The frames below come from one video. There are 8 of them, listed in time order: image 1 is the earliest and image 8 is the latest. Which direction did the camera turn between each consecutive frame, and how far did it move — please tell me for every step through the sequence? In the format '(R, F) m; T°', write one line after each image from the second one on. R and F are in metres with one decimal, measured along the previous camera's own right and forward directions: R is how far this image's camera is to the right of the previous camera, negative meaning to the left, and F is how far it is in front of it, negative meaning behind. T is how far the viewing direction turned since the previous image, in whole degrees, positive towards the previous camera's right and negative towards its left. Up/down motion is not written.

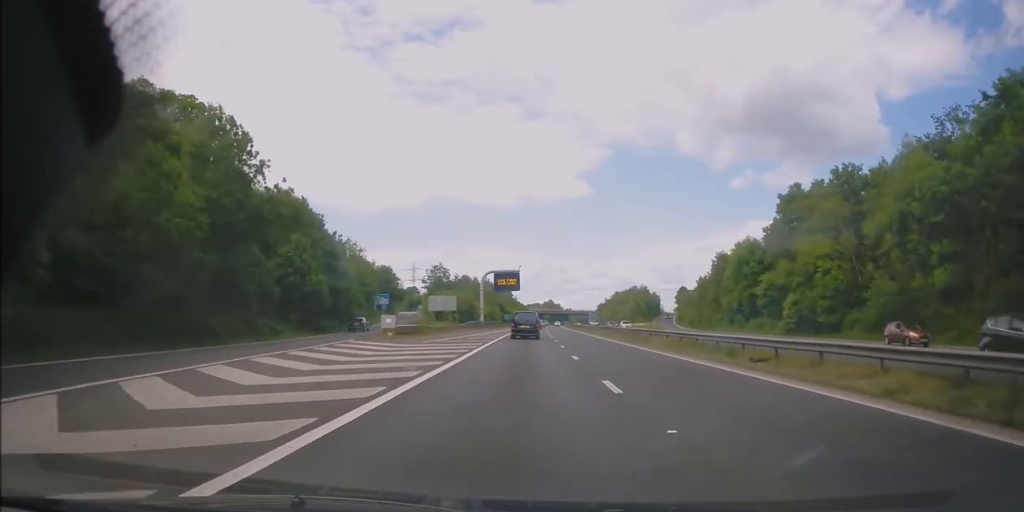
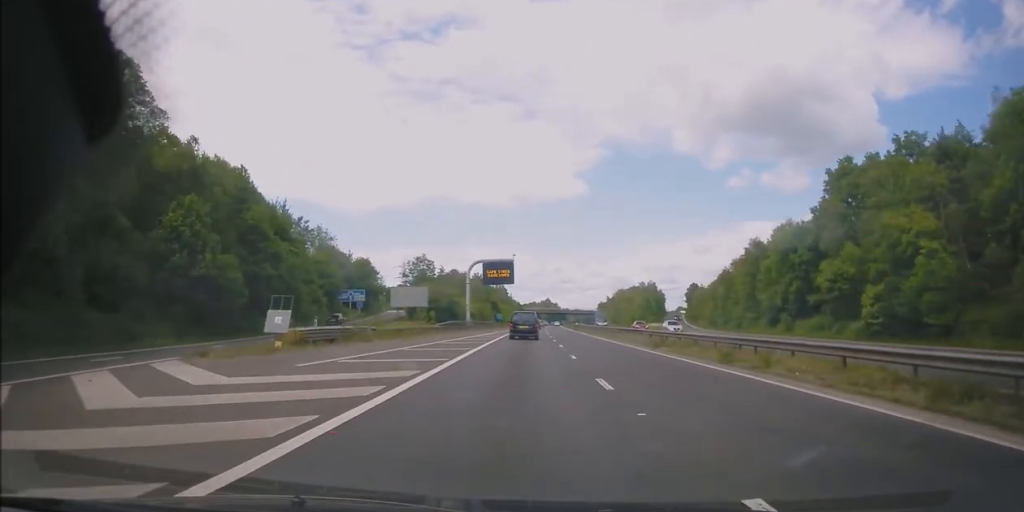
(+0.1, +19.2) m; 0°
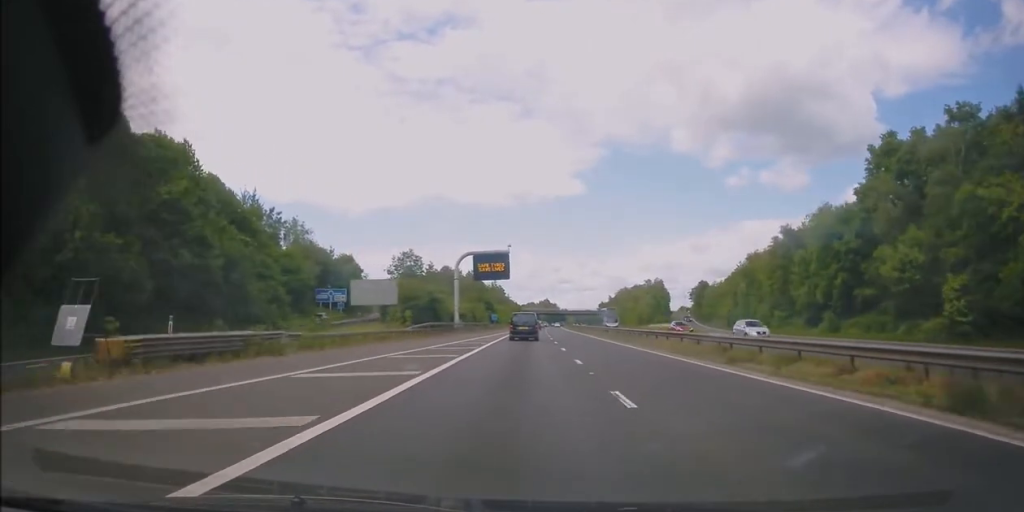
(0.0, +11.6) m; 0°
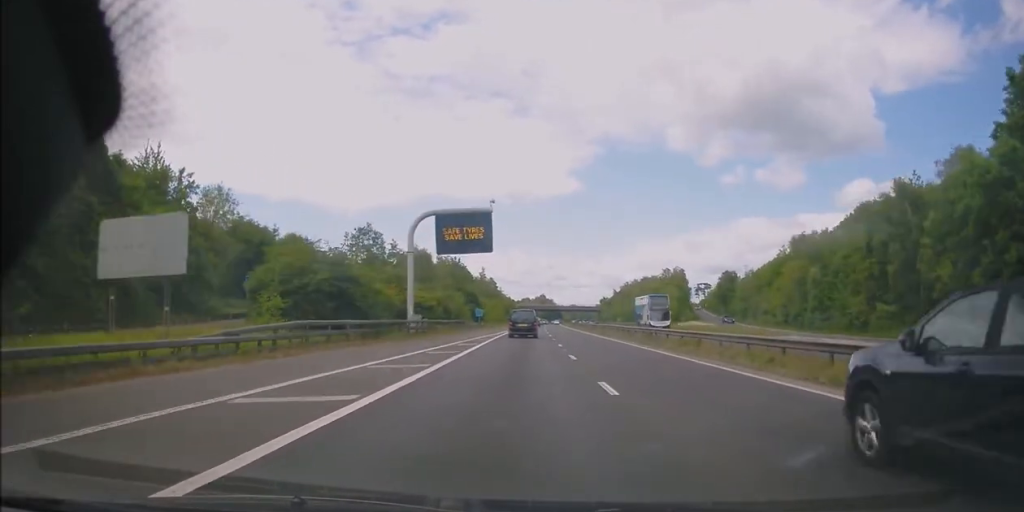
(0.0, +26.2) m; 0°
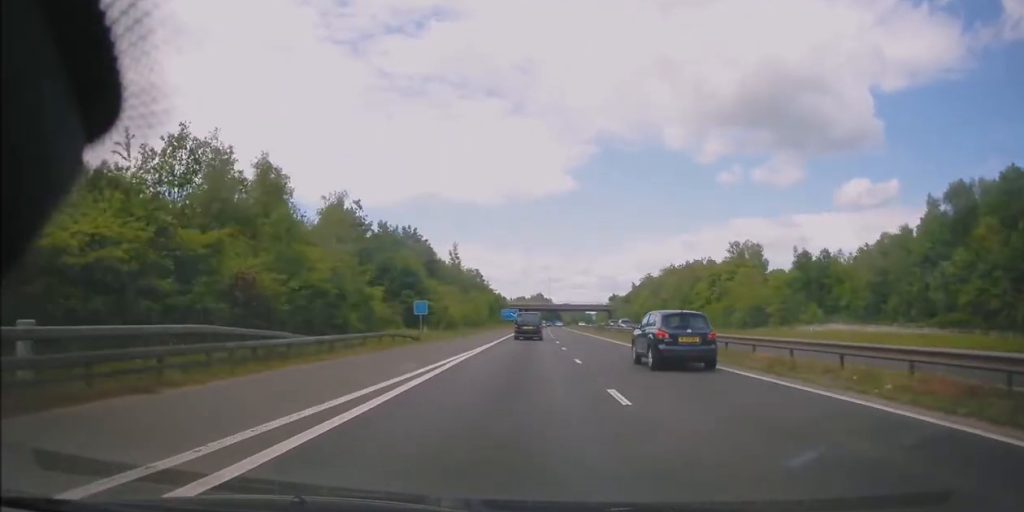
(+0.6, +46.7) m; +2°
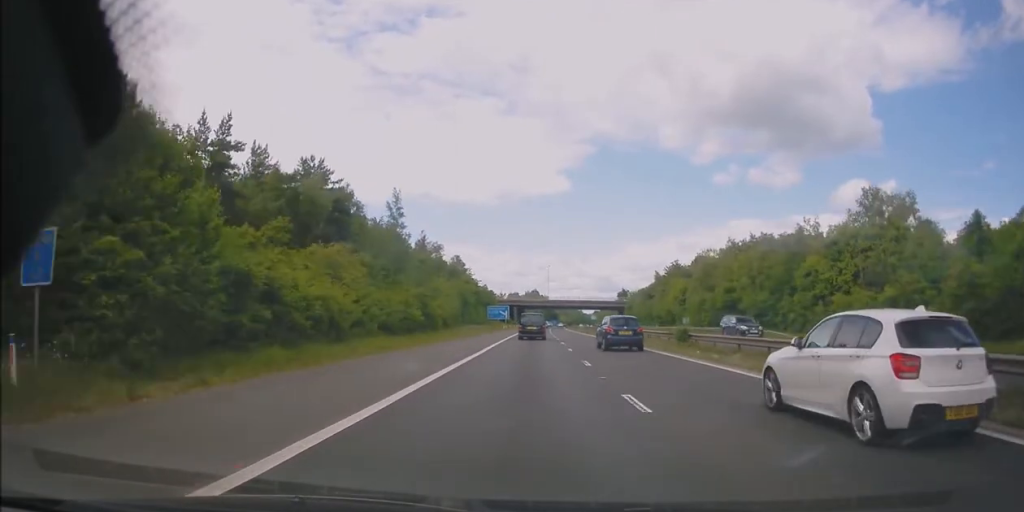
(0.0, +37.5) m; 0°
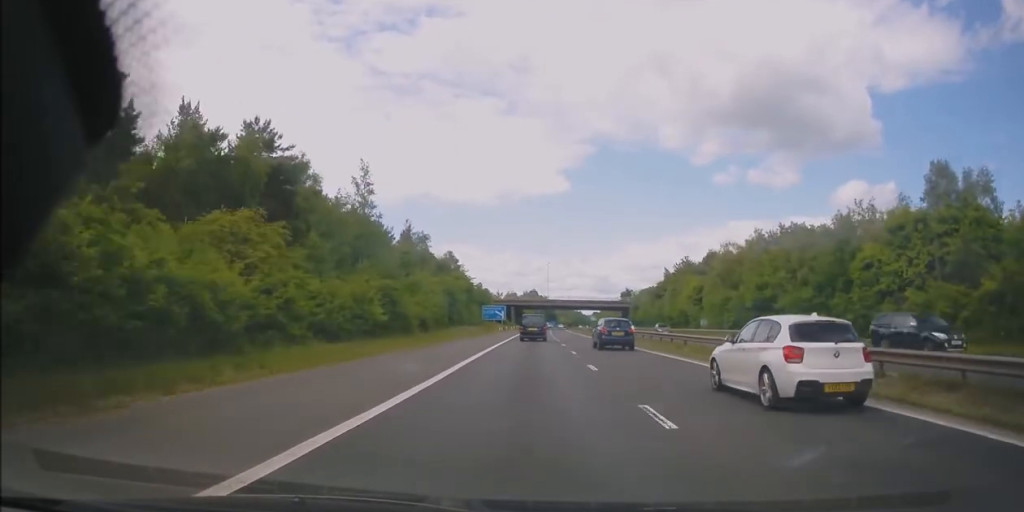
(0.0, +10.4) m; 0°
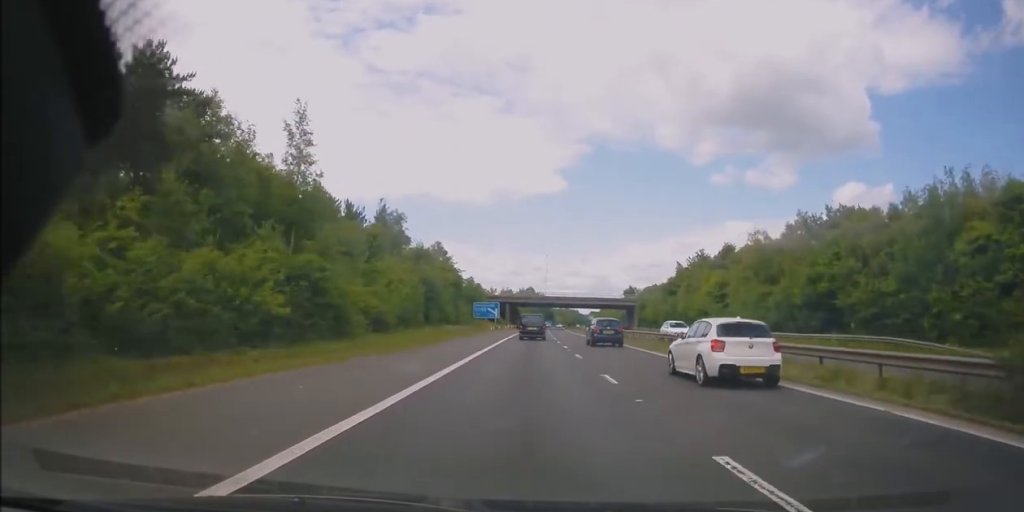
(0.0, +12.8) m; 0°
